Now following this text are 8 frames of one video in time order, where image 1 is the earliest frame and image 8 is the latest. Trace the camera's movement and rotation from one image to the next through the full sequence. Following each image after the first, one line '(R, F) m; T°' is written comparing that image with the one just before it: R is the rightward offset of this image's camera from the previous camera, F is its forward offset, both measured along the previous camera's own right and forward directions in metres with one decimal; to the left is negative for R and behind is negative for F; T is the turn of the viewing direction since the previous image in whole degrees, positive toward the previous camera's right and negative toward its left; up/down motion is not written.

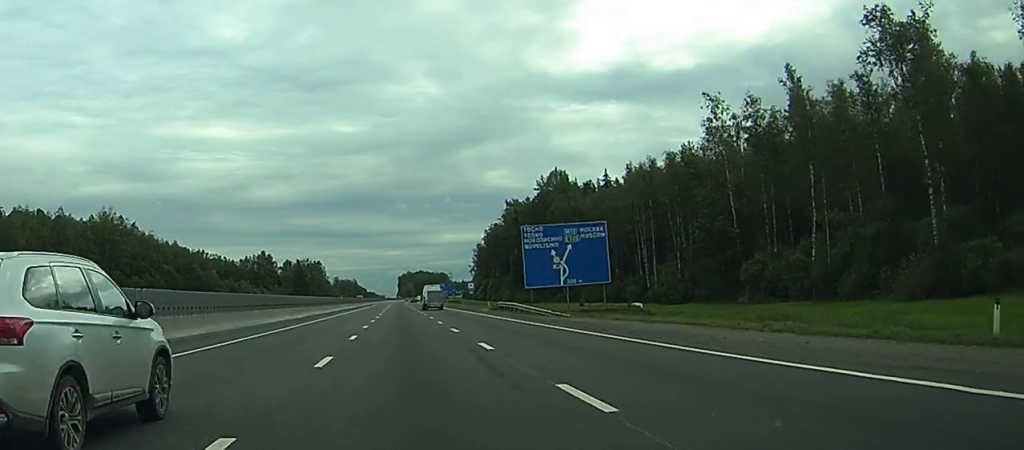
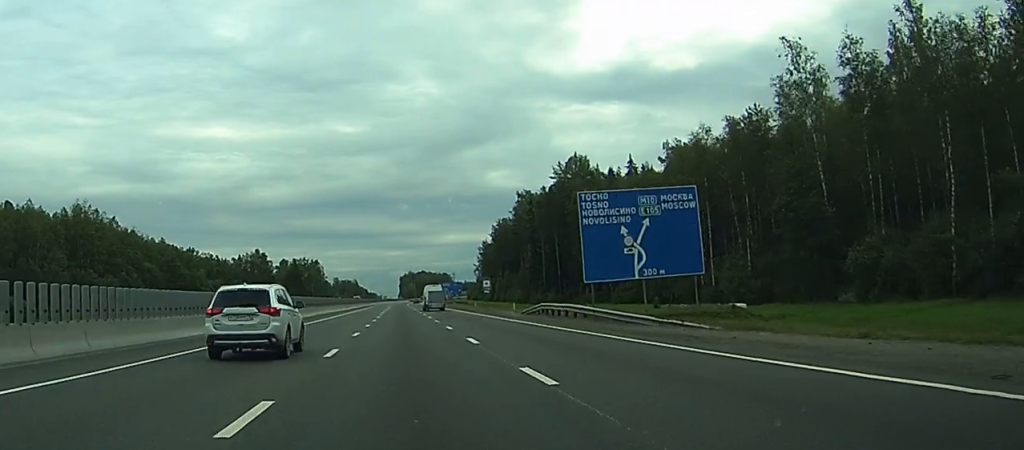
(+0.1, +20.6) m; 0°
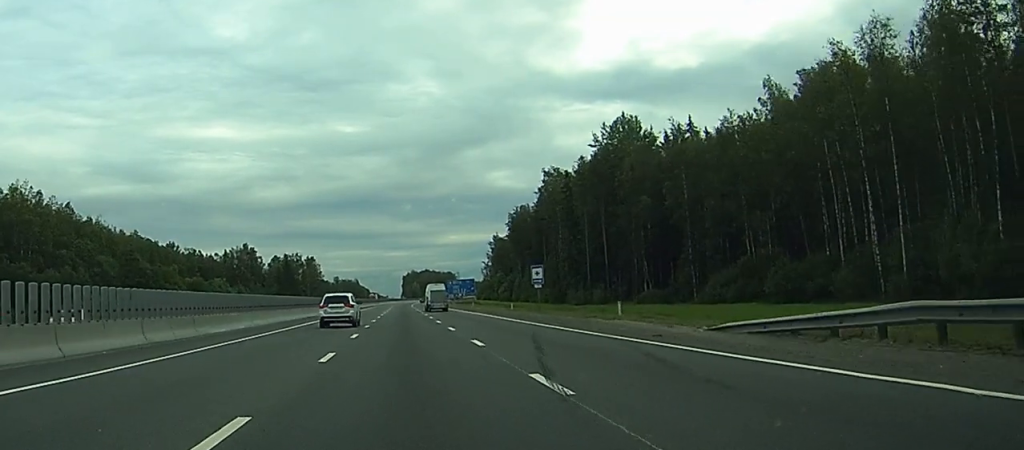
(-0.1, +36.9) m; 0°
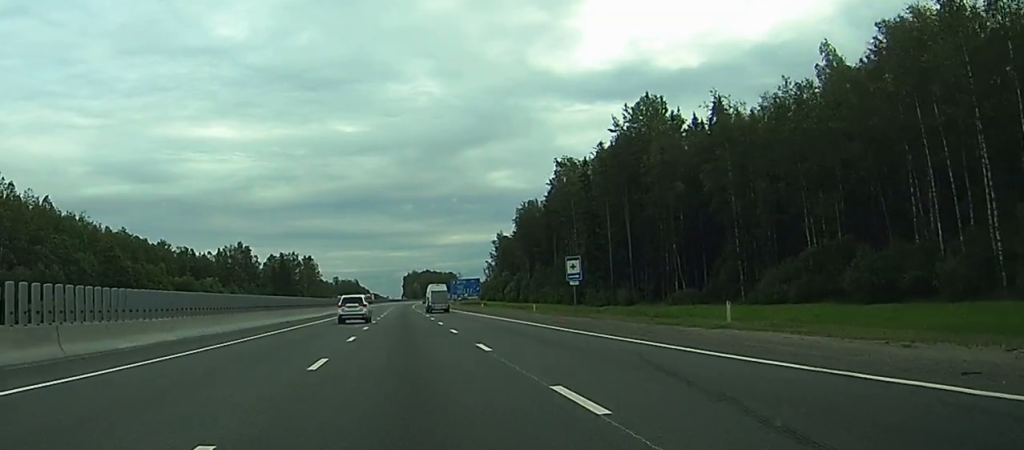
(0.0, +13.7) m; 0°
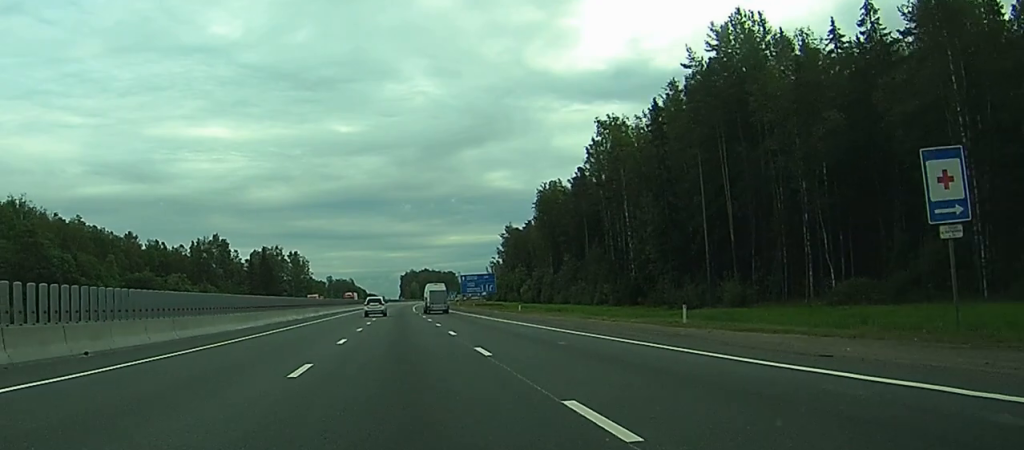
(-0.1, +37.8) m; 0°
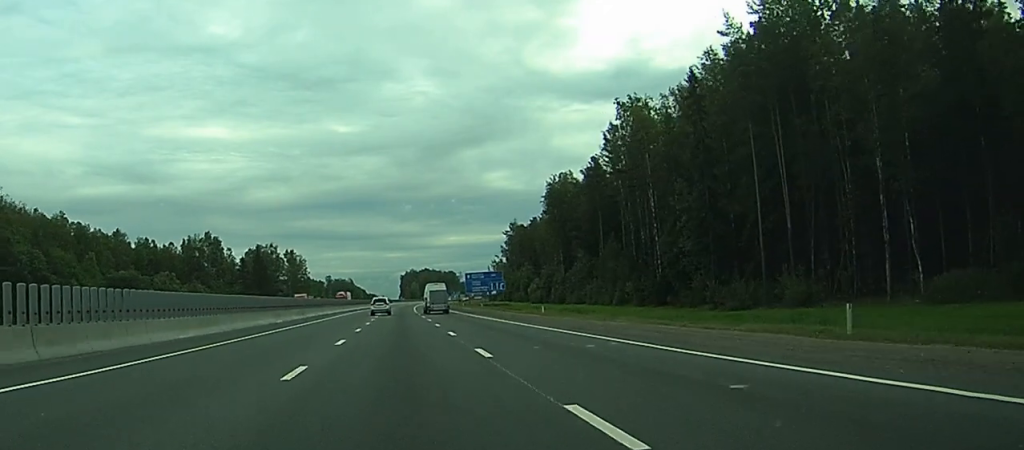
(0.0, +12.4) m; 0°
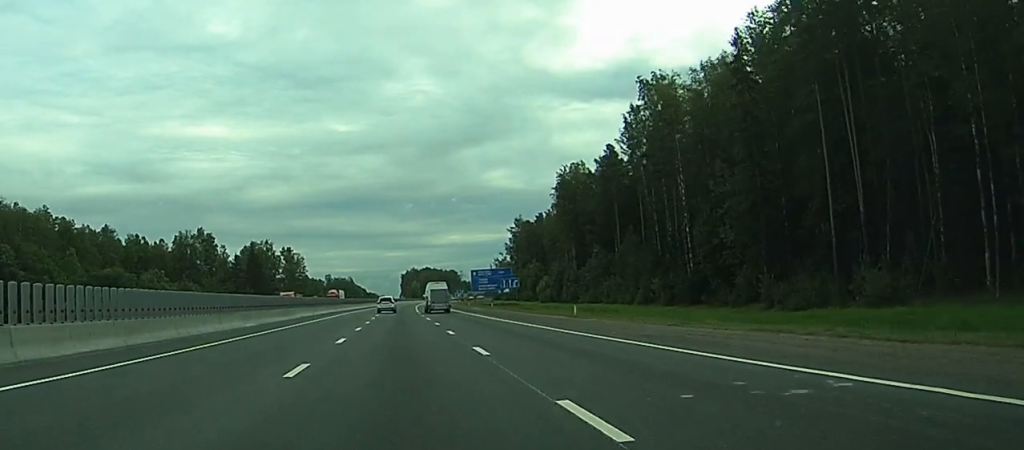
(0.0, +11.6) m; 0°
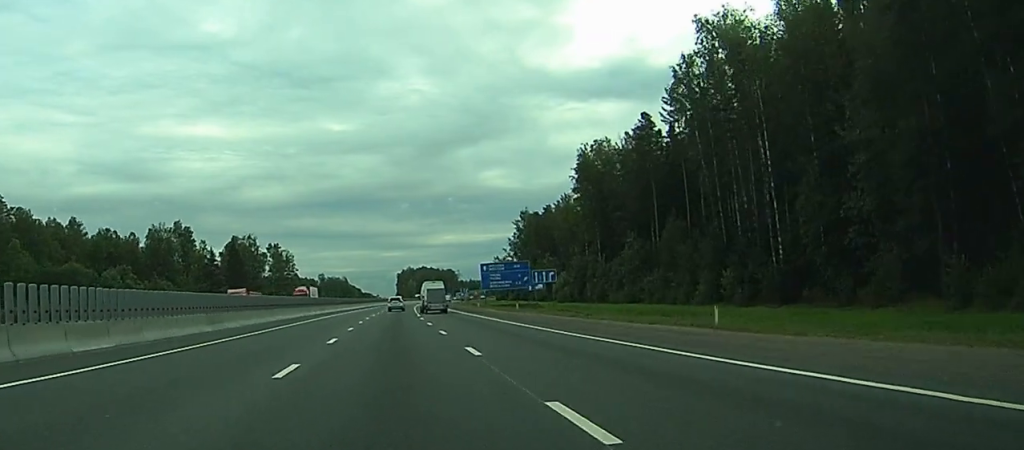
(0.0, +24.1) m; 0°
